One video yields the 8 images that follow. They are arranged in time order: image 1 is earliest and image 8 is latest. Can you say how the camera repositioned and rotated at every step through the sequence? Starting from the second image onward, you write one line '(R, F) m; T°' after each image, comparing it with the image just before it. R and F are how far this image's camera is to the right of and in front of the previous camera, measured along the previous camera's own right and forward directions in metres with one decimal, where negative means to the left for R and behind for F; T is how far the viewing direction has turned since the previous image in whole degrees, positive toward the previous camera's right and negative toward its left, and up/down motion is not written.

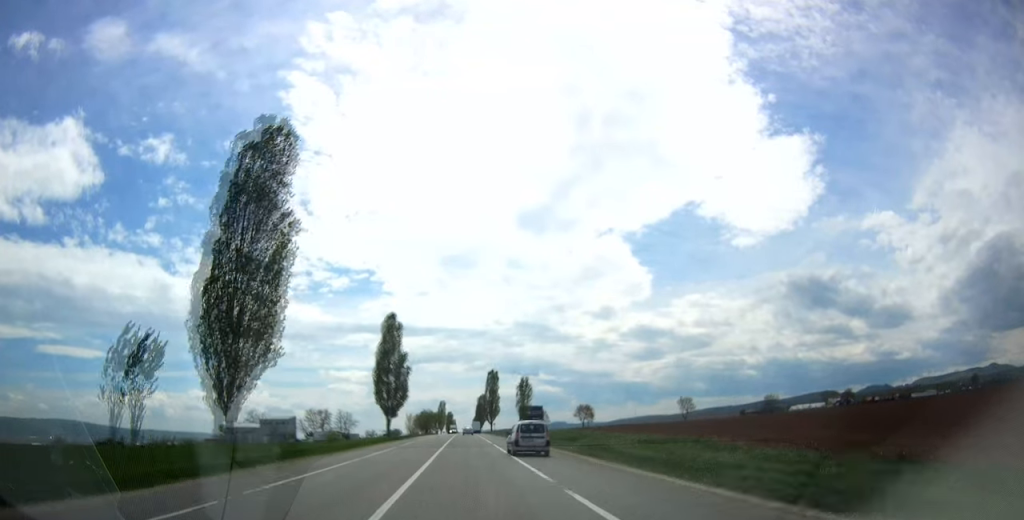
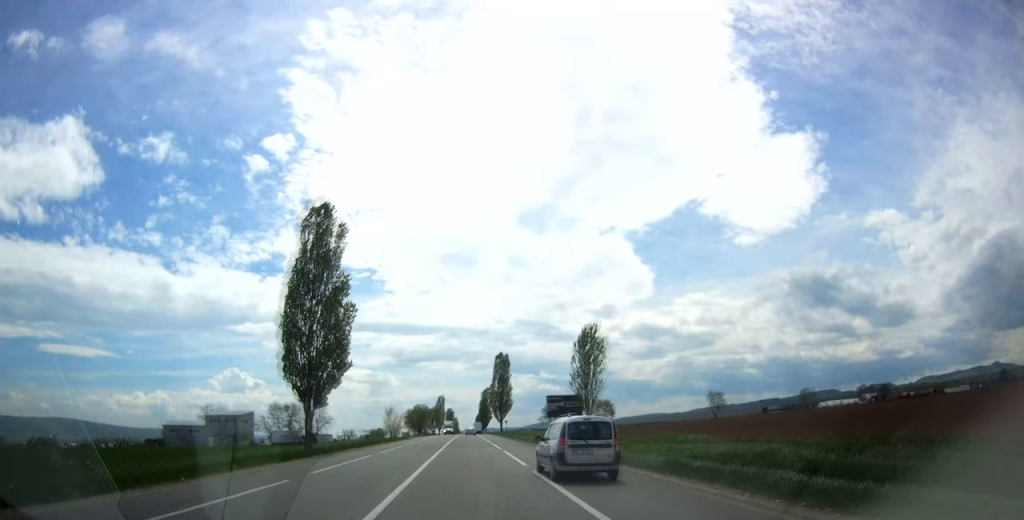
(+0.3, +37.9) m; 0°
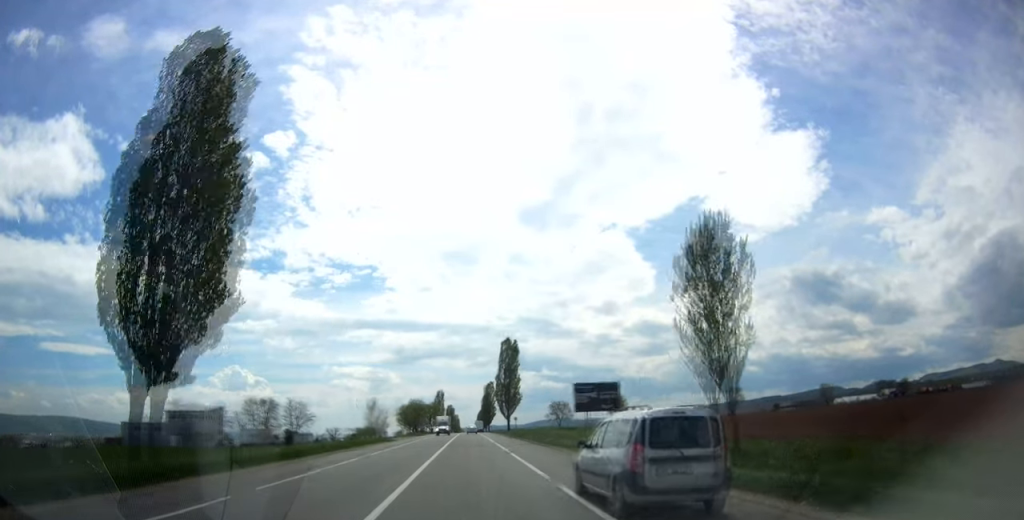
(-0.1, +19.6) m; 0°
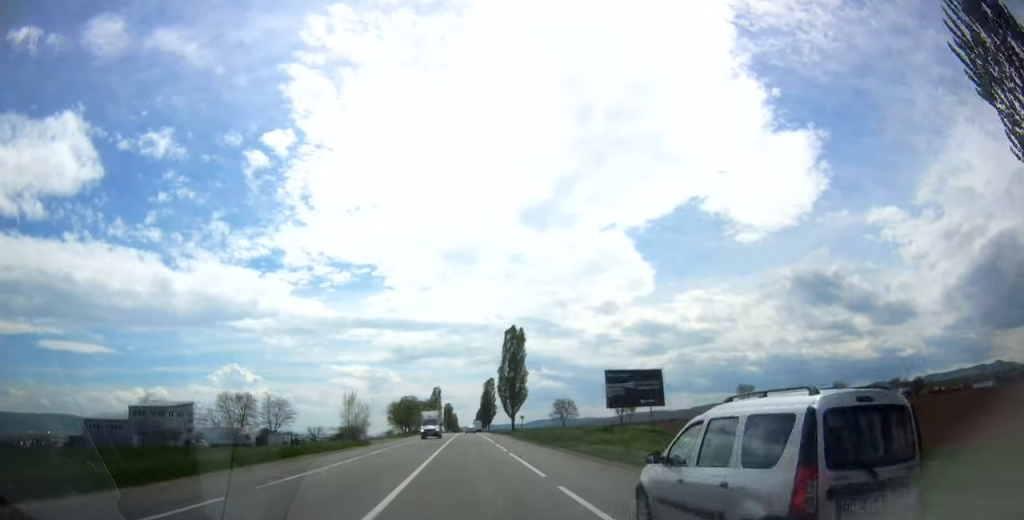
(-0.2, +14.7) m; 0°
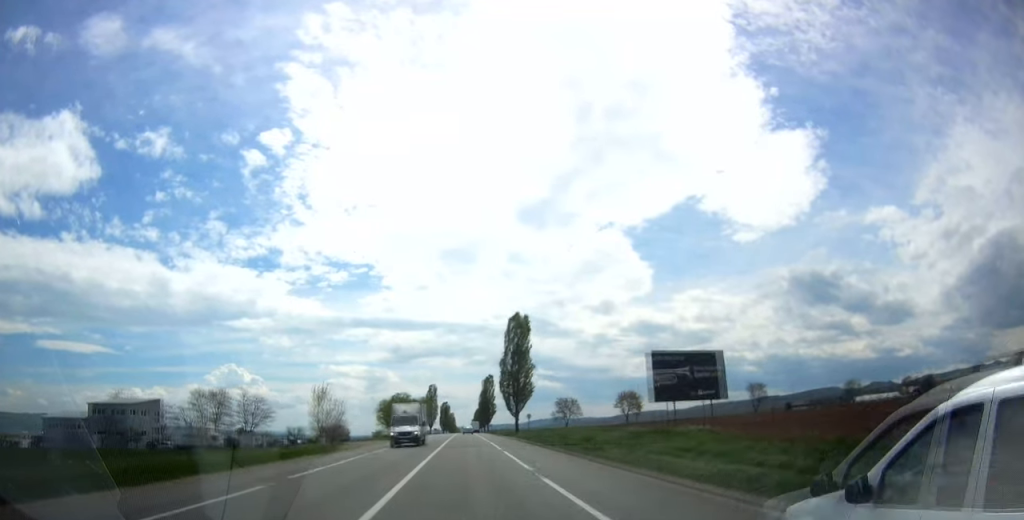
(+0.1, +12.3) m; 0°
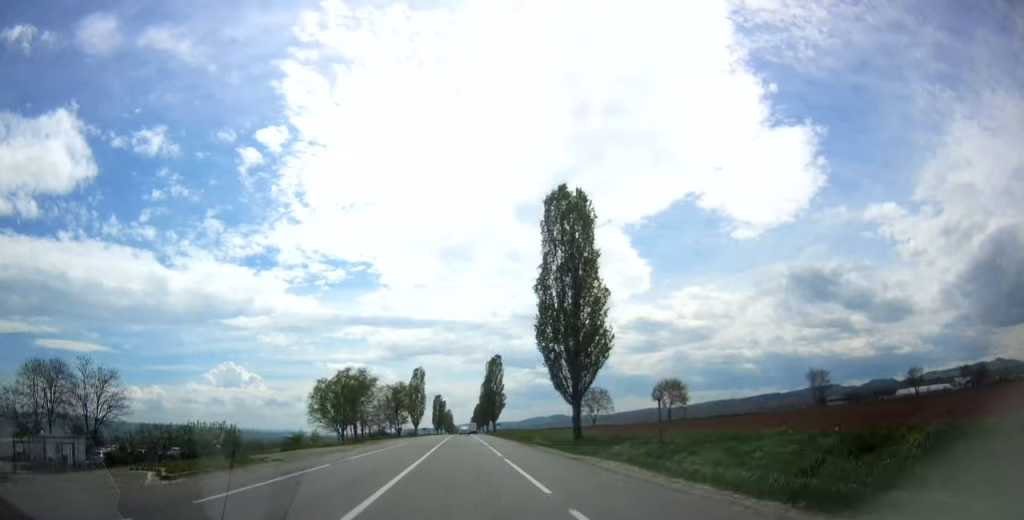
(+0.7, +50.6) m; 0°
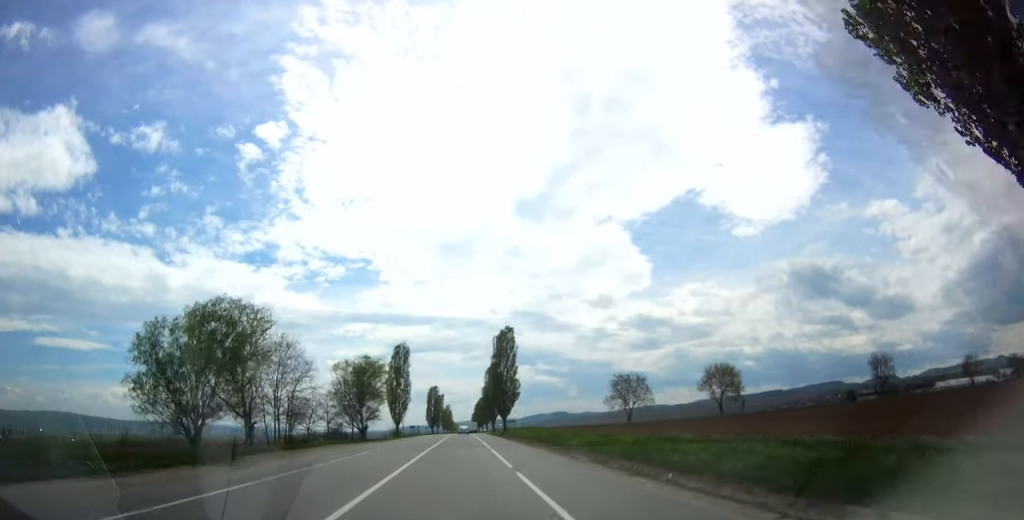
(-0.5, +37.5) m; 0°
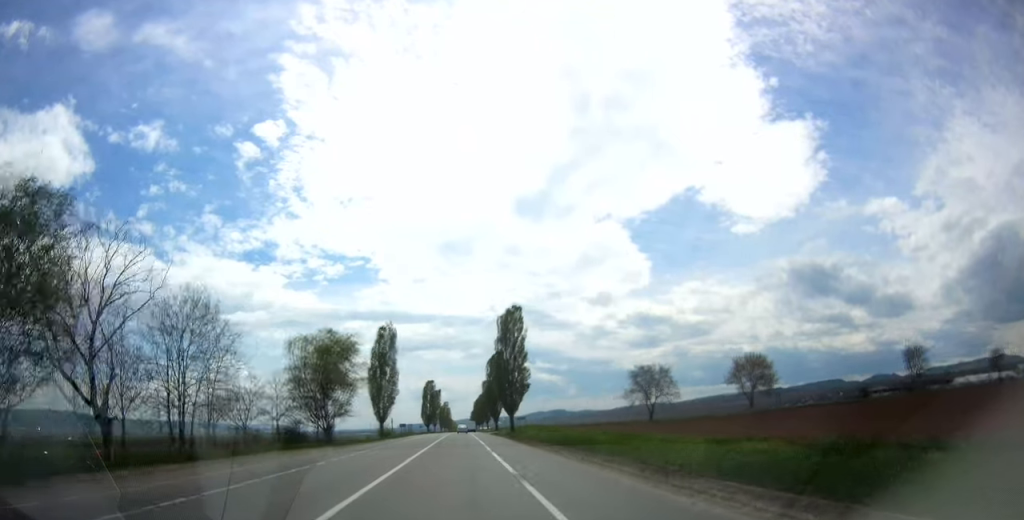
(+0.3, +17.7) m; 0°
